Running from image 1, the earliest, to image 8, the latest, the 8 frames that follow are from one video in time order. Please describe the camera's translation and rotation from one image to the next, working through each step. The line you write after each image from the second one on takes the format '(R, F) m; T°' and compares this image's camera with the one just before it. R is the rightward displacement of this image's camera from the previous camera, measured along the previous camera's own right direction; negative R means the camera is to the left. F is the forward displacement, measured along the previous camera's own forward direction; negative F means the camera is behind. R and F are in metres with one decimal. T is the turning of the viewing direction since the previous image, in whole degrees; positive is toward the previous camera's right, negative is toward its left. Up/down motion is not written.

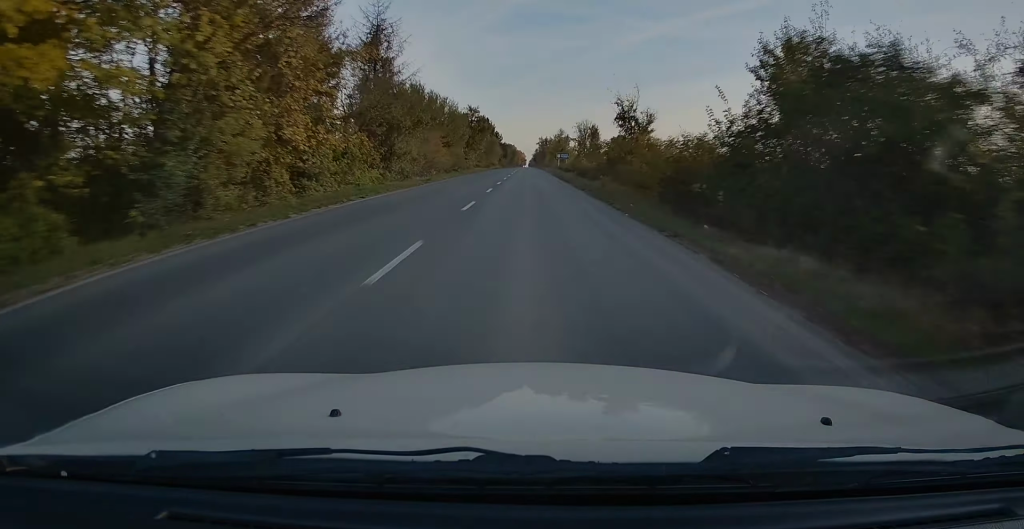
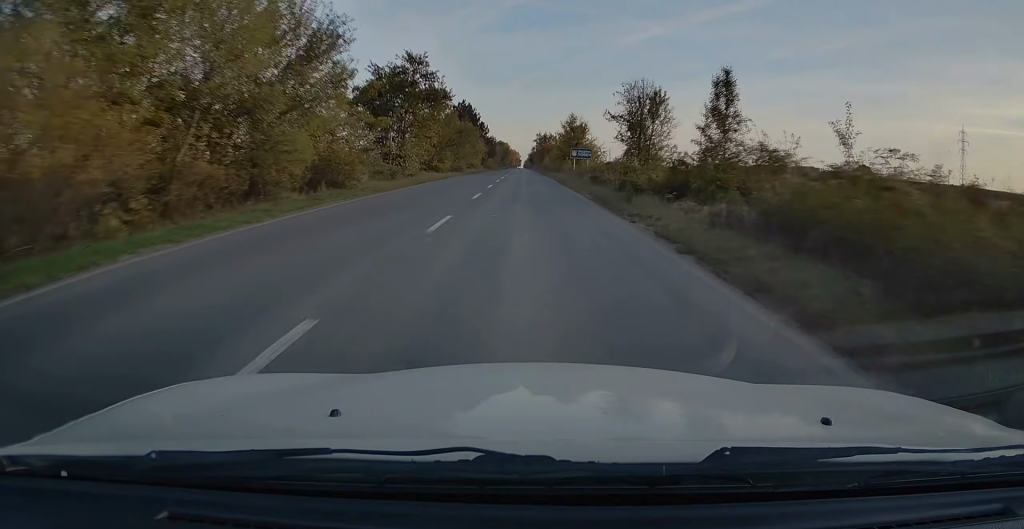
(0.0, +39.9) m; 0°
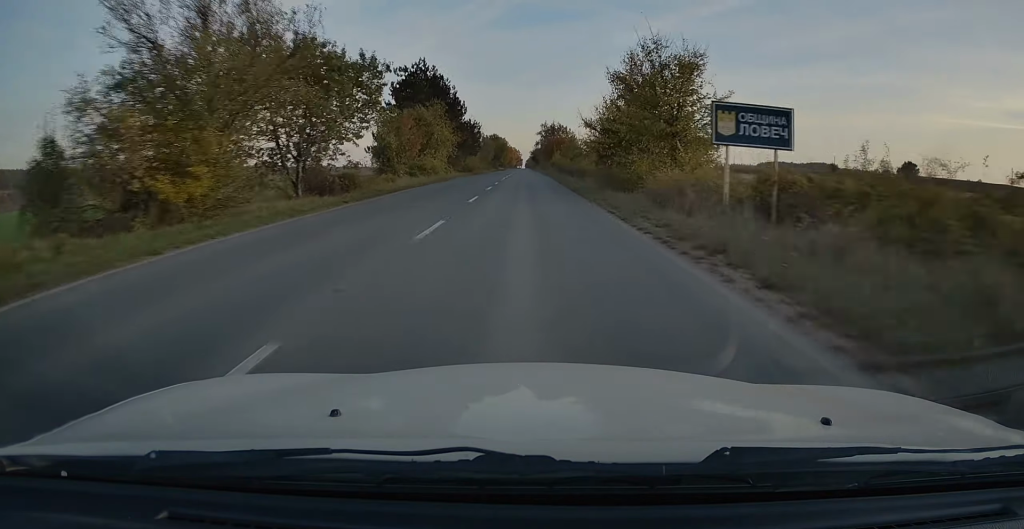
(-0.2, +45.2) m; -1°
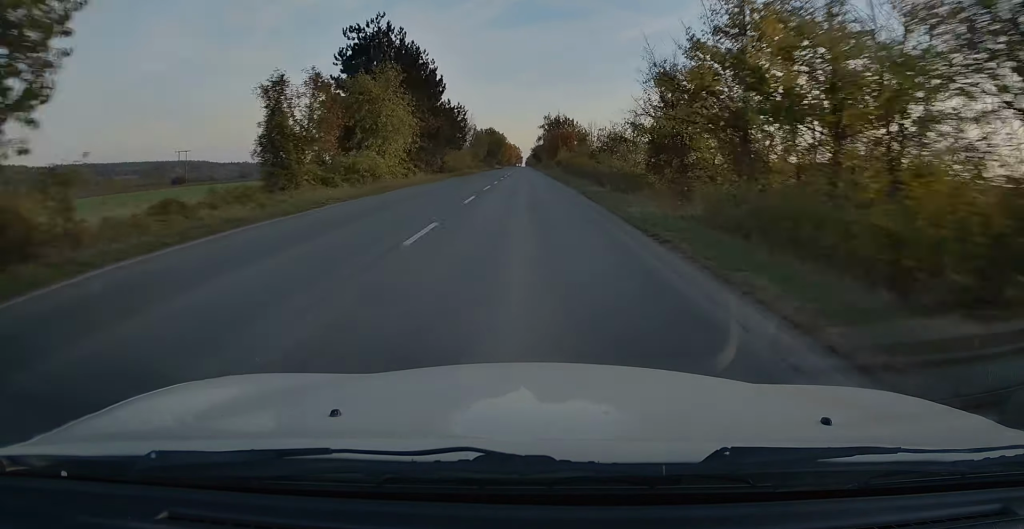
(0.0, +19.3) m; 0°
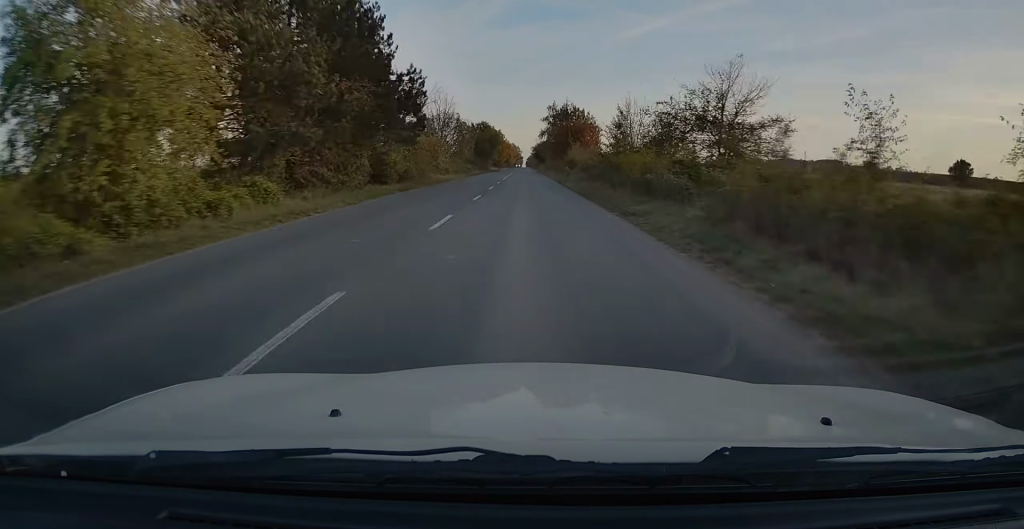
(+0.1, +23.8) m; 0°
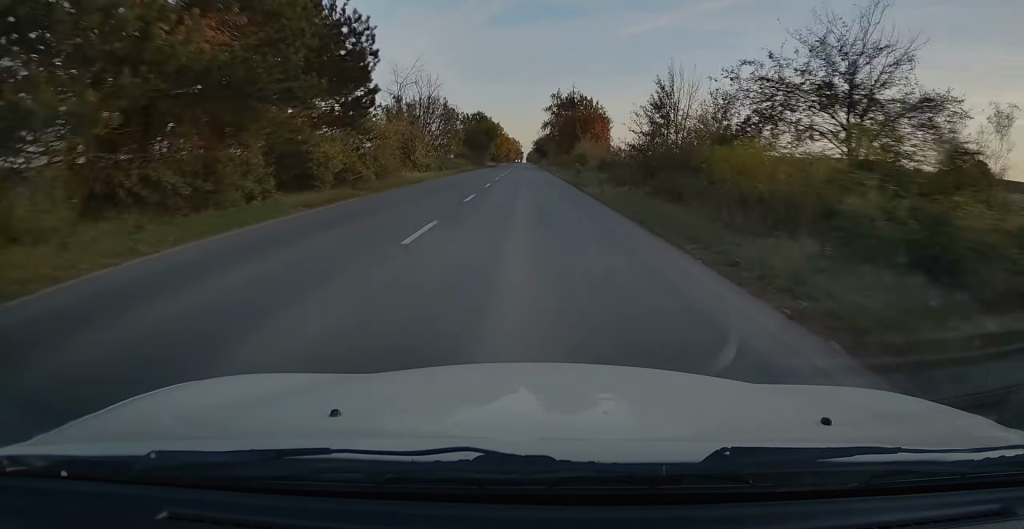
(0.0, +11.9) m; 0°
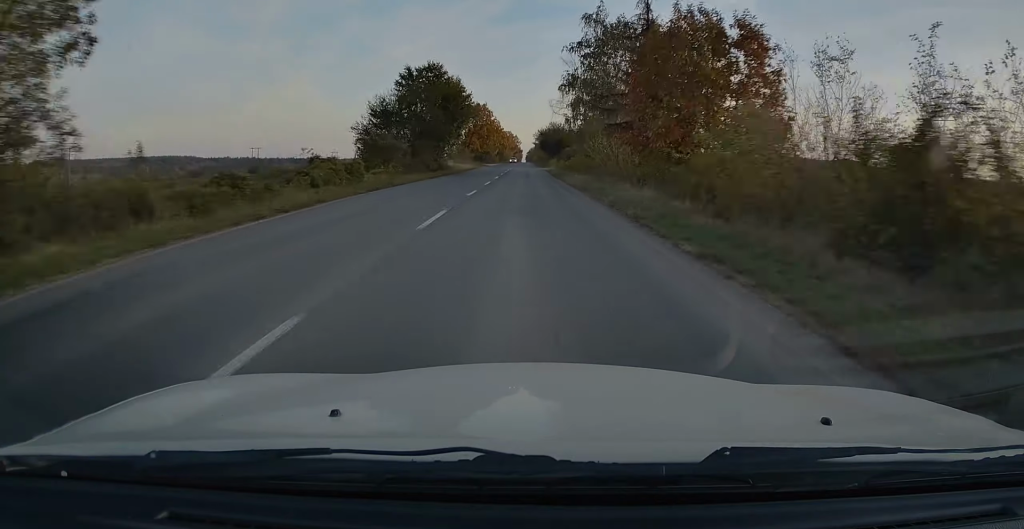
(-0.1, +52.1) m; 0°
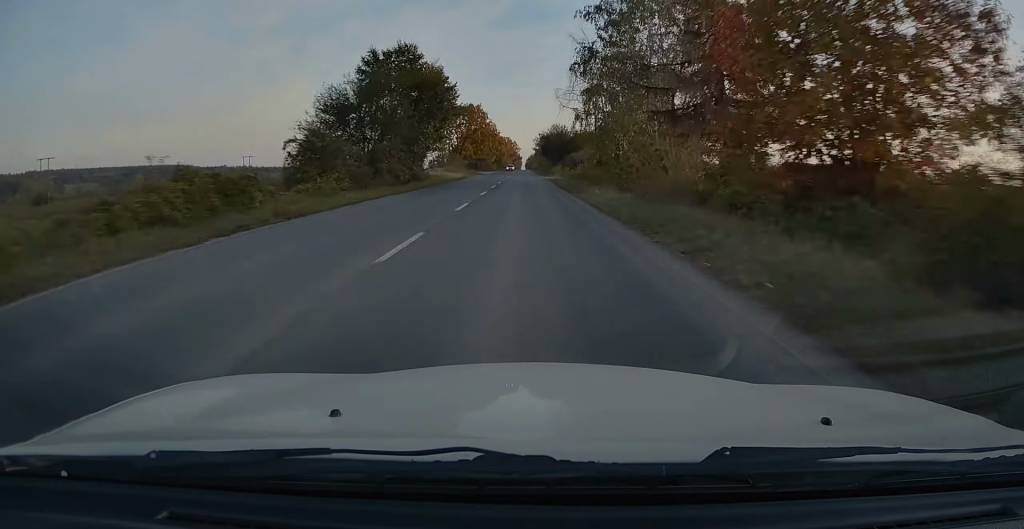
(0.0, +11.8) m; 0°
